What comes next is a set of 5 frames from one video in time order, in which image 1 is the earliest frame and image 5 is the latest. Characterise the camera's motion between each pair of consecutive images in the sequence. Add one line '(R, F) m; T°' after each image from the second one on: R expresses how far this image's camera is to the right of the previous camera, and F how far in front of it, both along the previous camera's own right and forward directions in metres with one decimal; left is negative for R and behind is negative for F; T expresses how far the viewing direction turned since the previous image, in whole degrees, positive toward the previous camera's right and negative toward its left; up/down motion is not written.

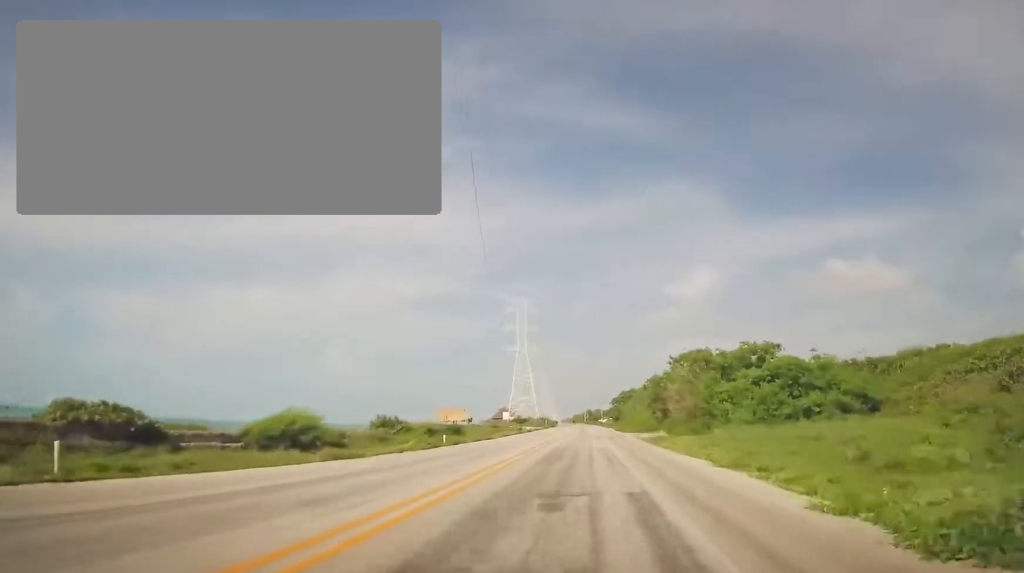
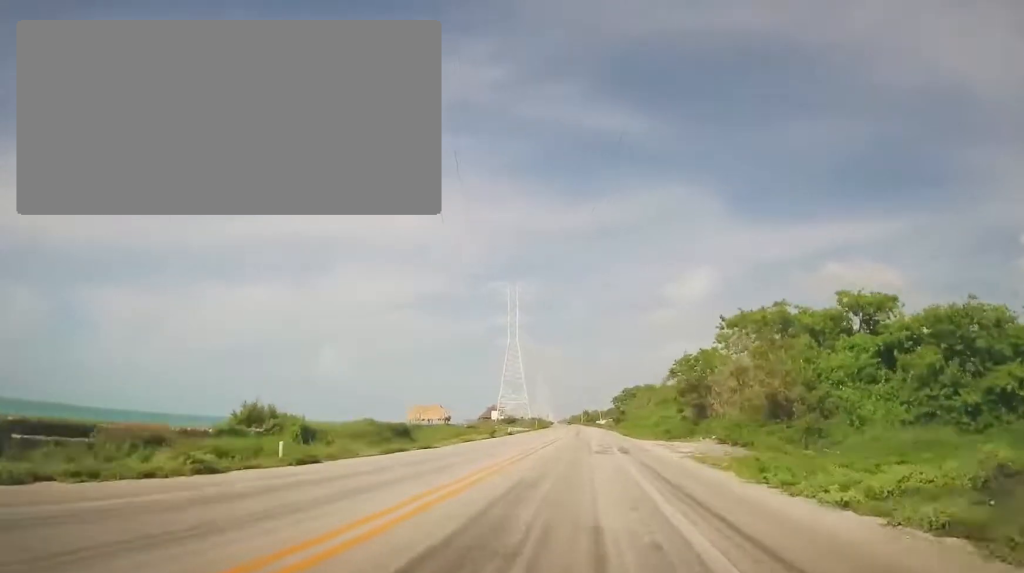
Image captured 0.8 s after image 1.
(+0.2, +21.0) m; 0°
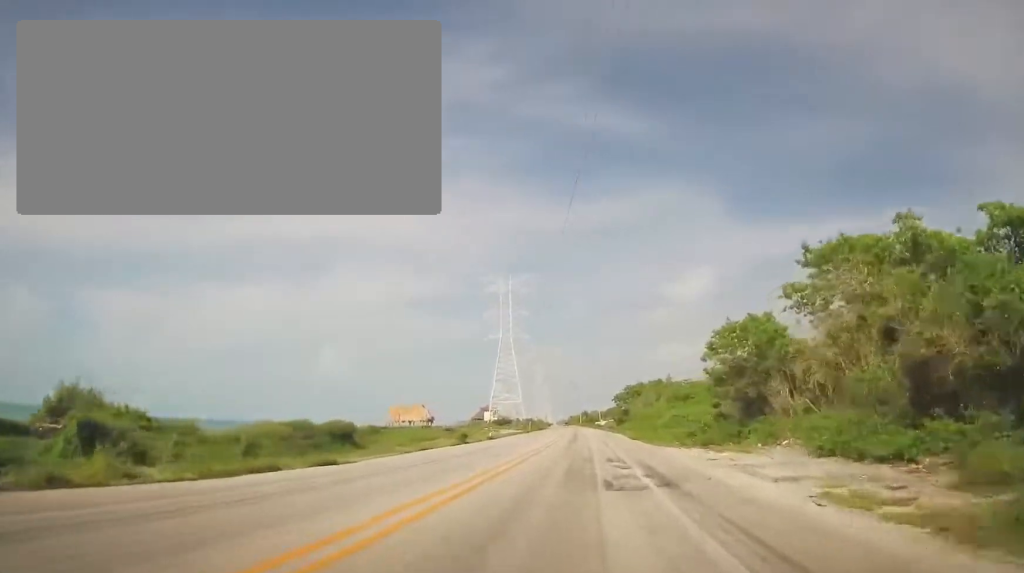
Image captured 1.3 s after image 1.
(0.0, +13.1) m; 0°
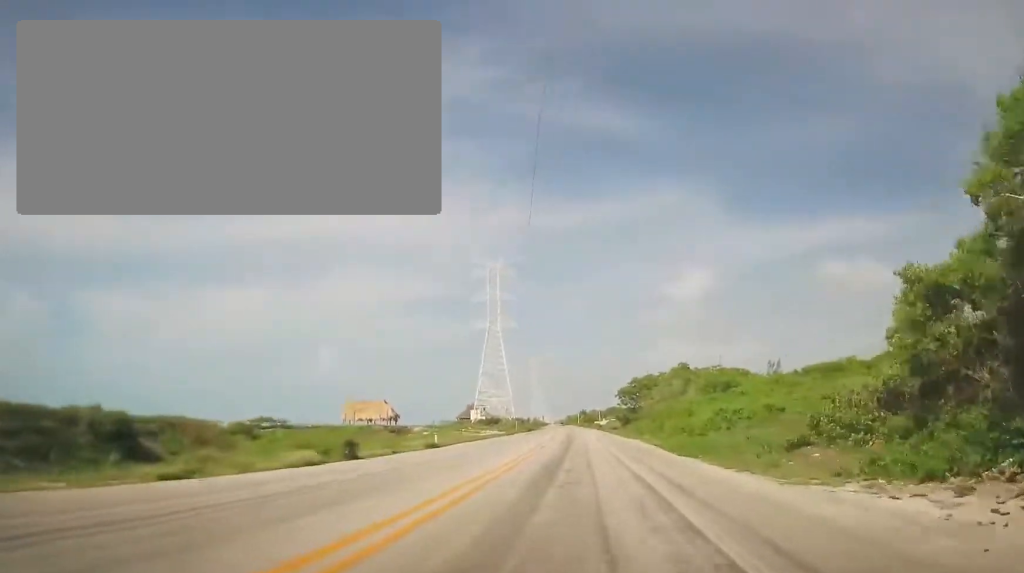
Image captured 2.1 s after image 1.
(-0.4, +21.6) m; -1°
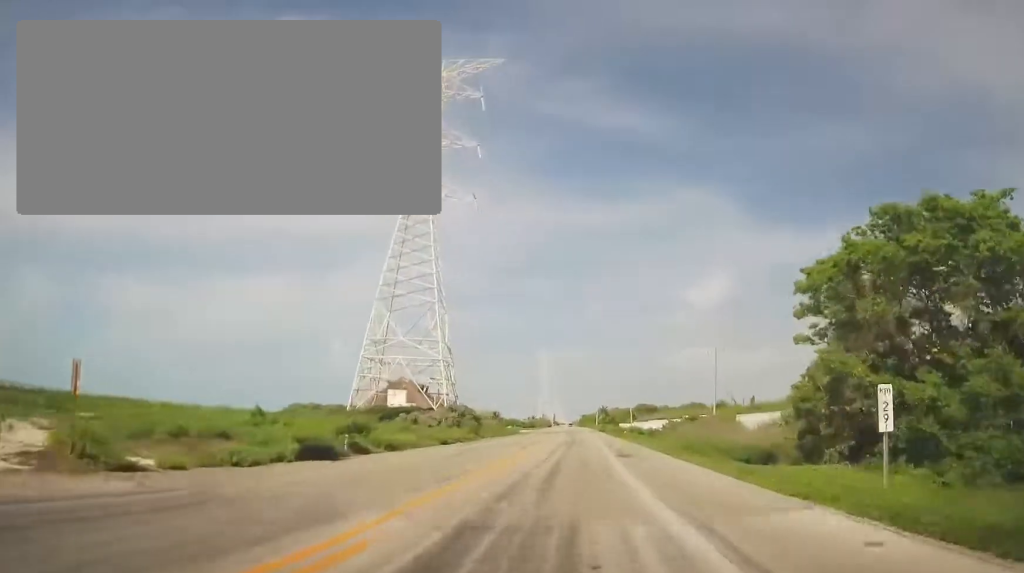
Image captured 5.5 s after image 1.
(-1.3, +89.9) m; -2°
